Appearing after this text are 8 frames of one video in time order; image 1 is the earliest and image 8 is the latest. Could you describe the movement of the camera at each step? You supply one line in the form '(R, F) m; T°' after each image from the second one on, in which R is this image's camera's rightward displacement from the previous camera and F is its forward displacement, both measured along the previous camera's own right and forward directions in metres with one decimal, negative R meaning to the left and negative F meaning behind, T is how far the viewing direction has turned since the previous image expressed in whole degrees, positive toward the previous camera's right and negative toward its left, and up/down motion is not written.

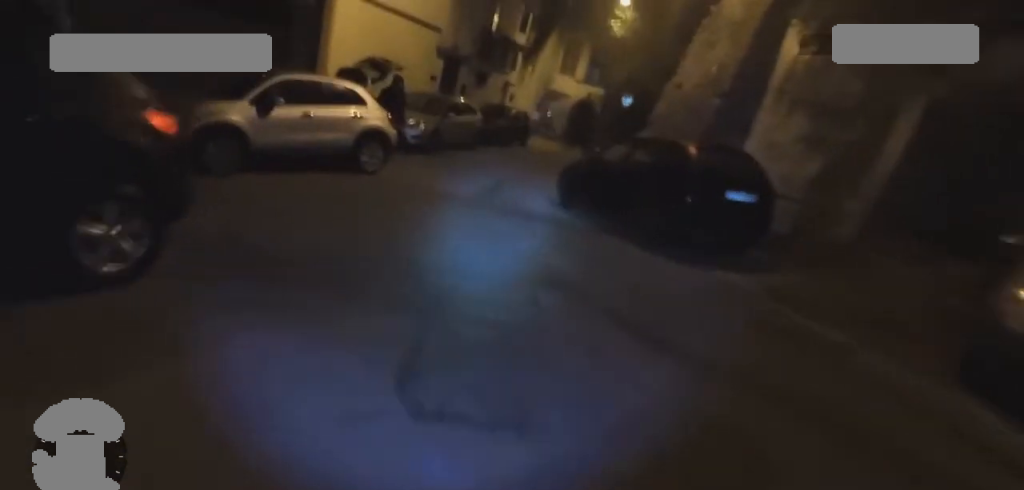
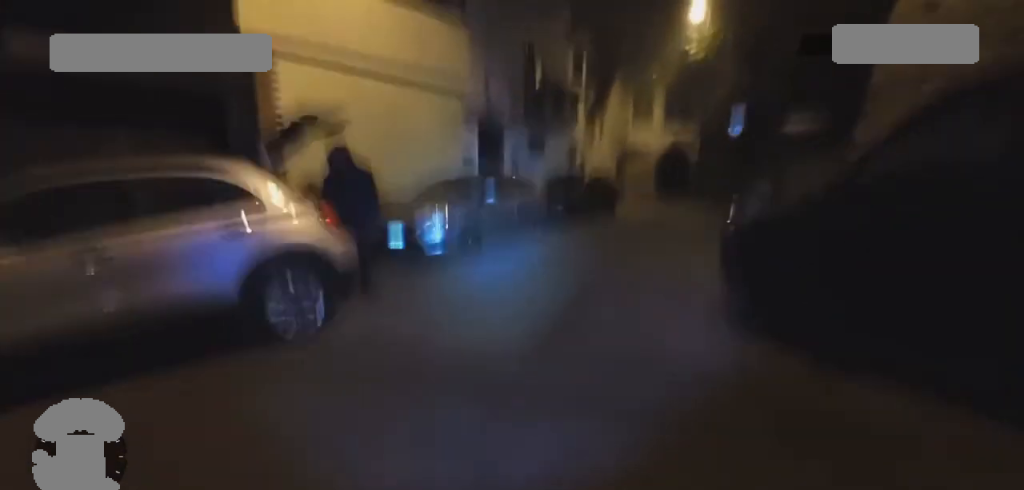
(-0.3, +5.8) m; +2°
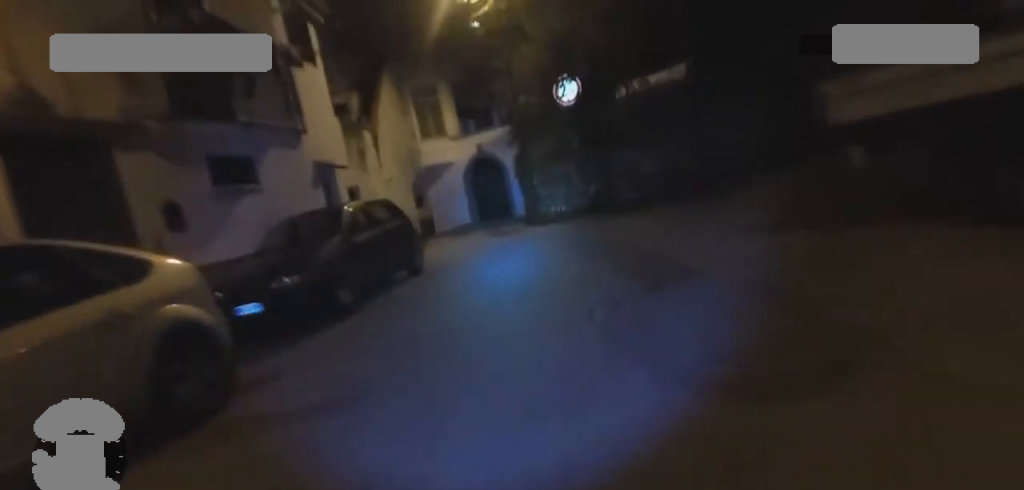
(+0.5, +6.1) m; +4°
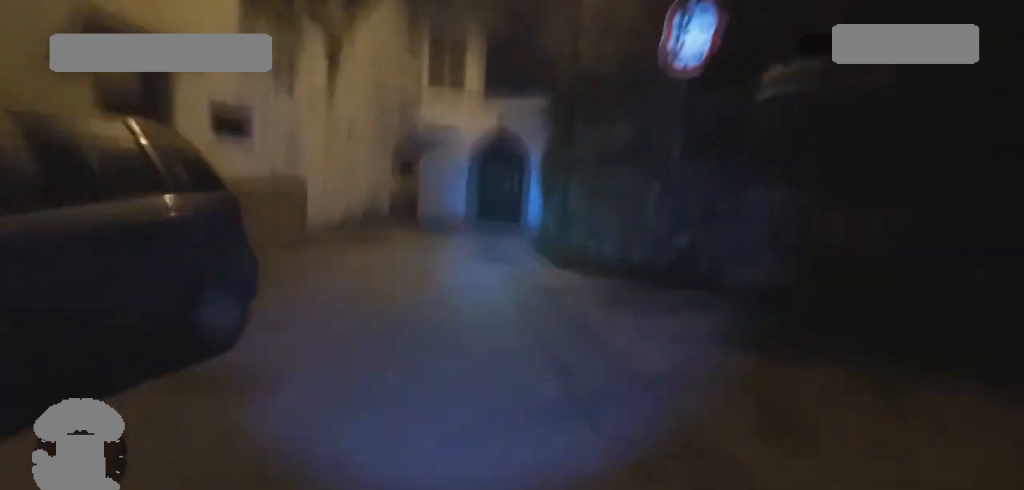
(+0.1, +4.6) m; -5°
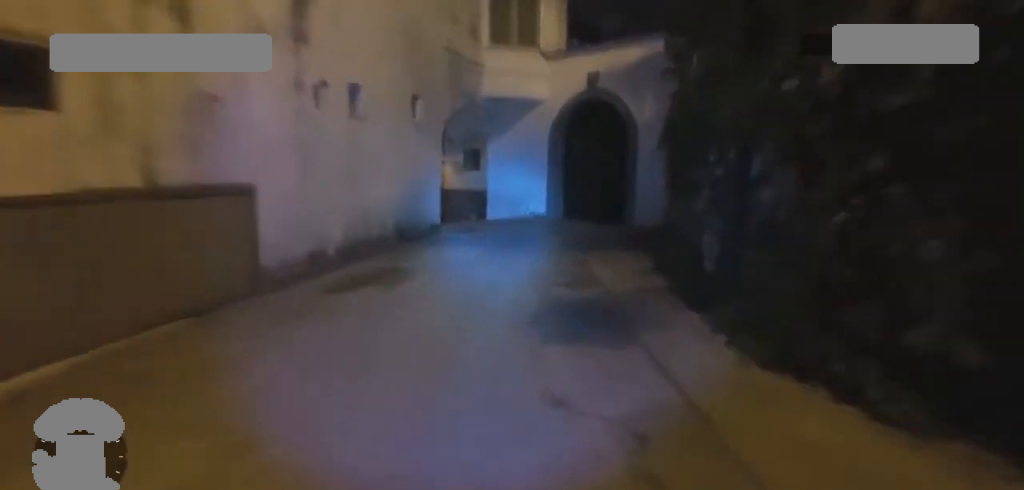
(-0.1, +3.4) m; -9°
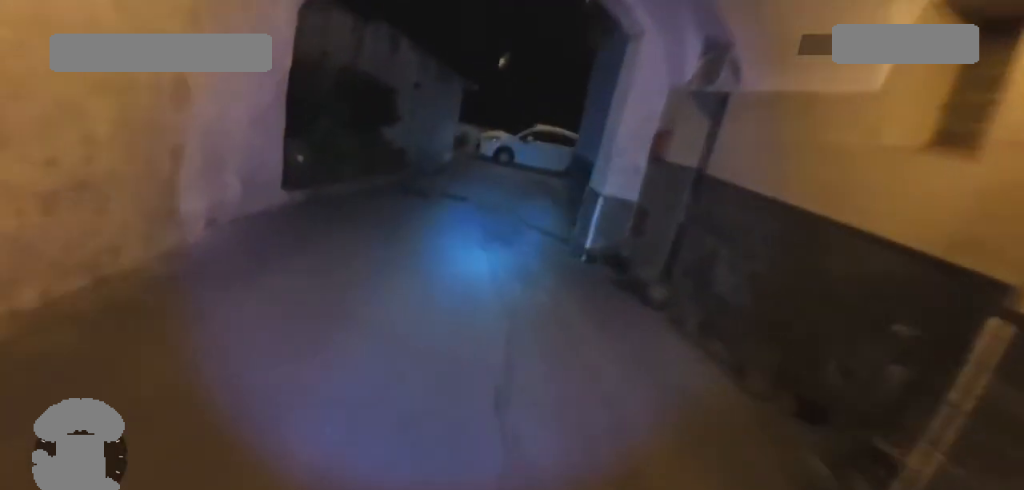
(-3.2, +11.8) m; -33°
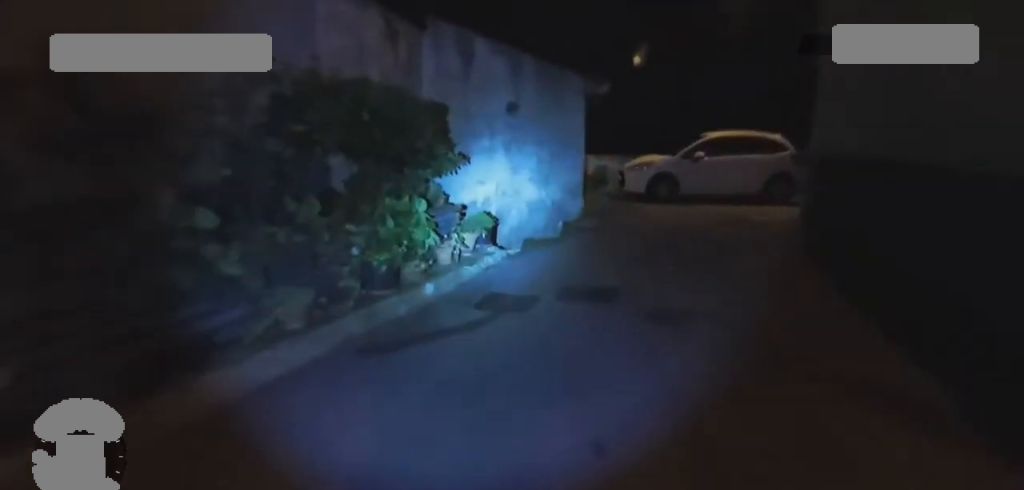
(-0.6, +4.3) m; -6°
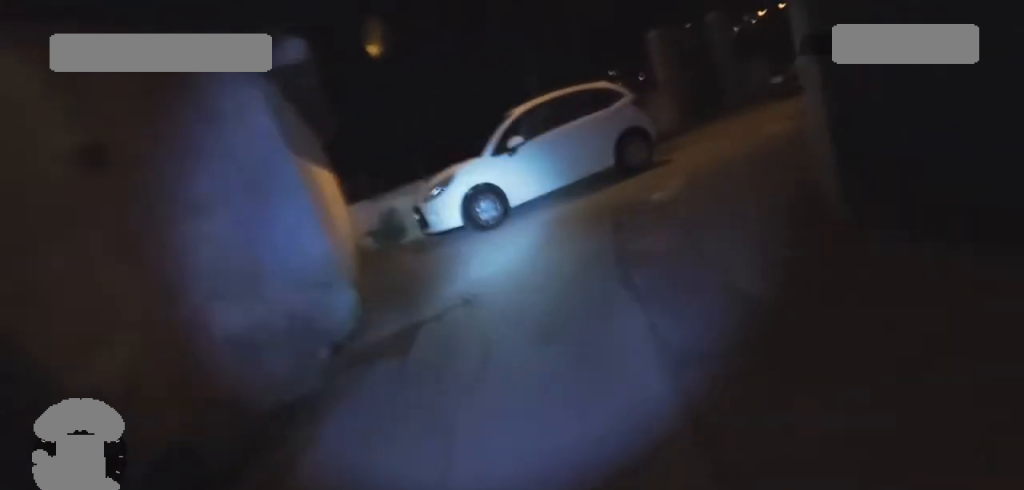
(-0.1, +3.4) m; +13°
